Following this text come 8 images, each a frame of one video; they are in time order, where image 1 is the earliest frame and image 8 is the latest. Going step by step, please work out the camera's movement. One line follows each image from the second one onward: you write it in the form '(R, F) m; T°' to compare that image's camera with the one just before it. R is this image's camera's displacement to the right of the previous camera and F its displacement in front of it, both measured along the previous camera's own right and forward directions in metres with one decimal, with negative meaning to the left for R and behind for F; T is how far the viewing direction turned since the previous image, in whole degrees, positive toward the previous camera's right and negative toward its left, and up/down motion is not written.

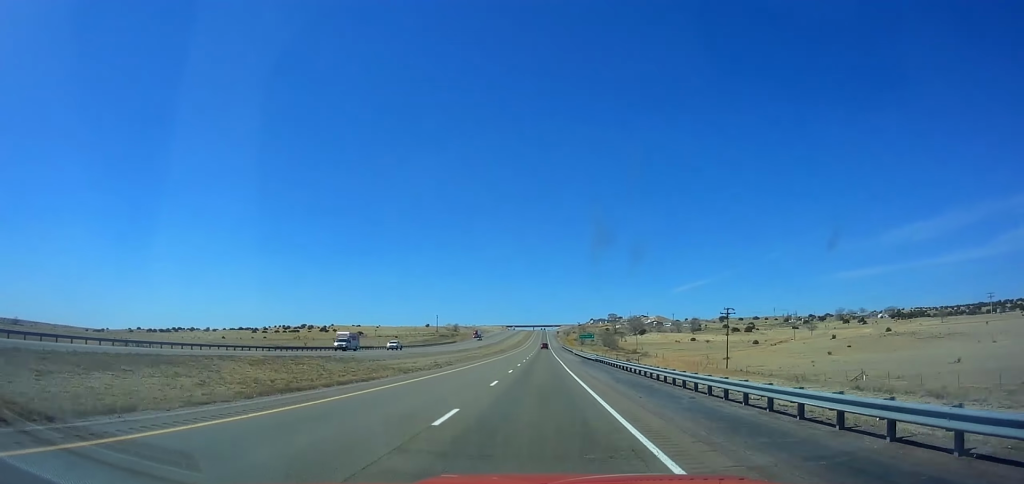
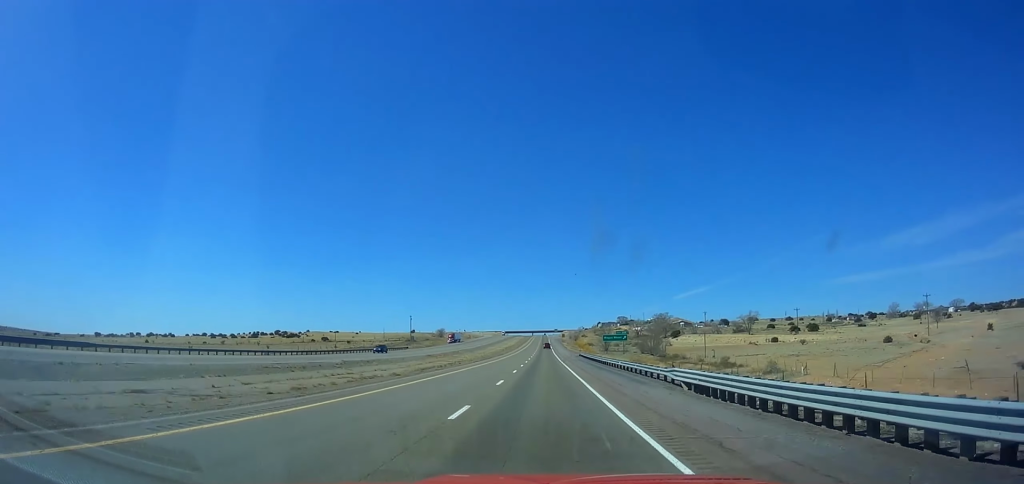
(-0.3, +84.8) m; 0°
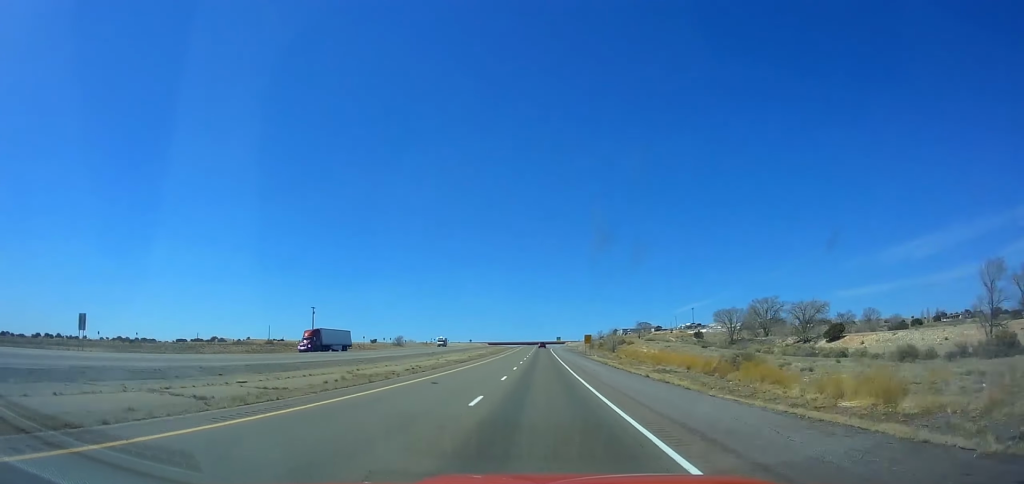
(+1.0, +143.8) m; 0°
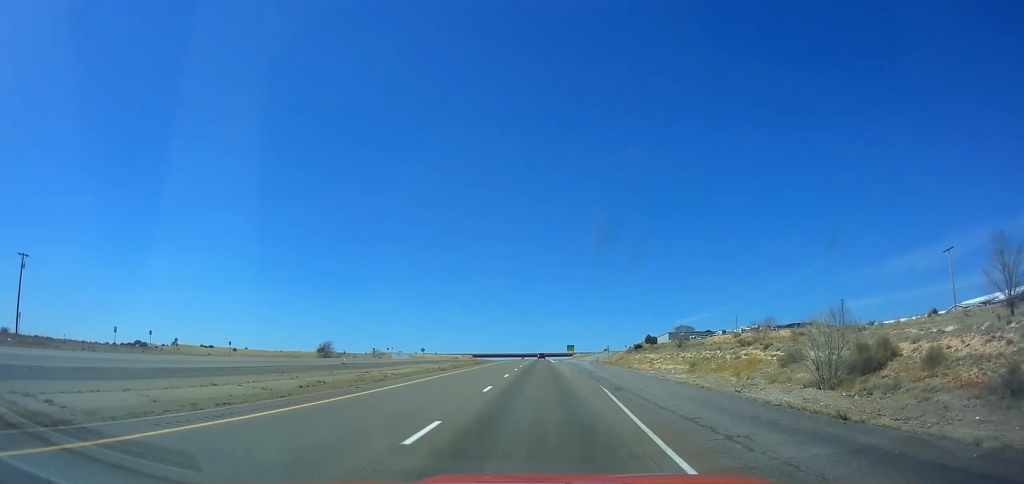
(0.0, +128.9) m; 0°
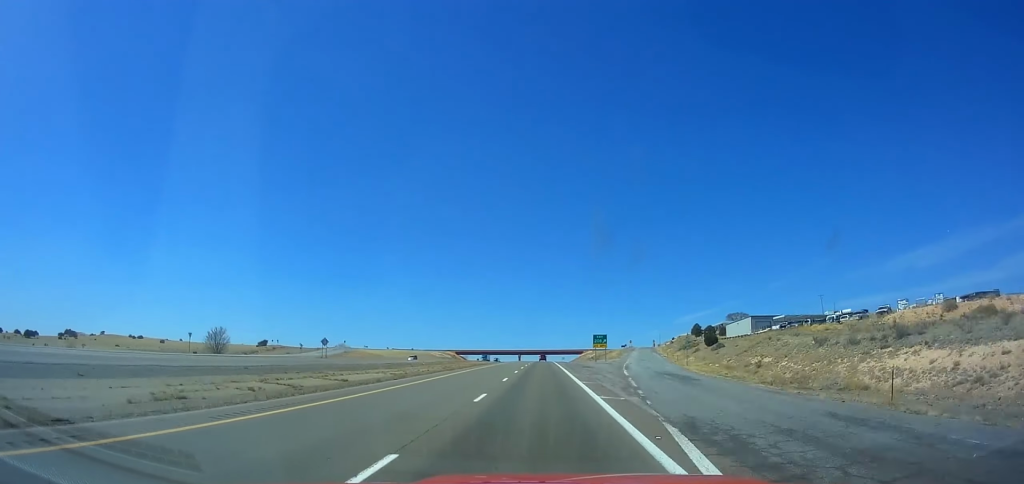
(0.0, +90.0) m; 0°
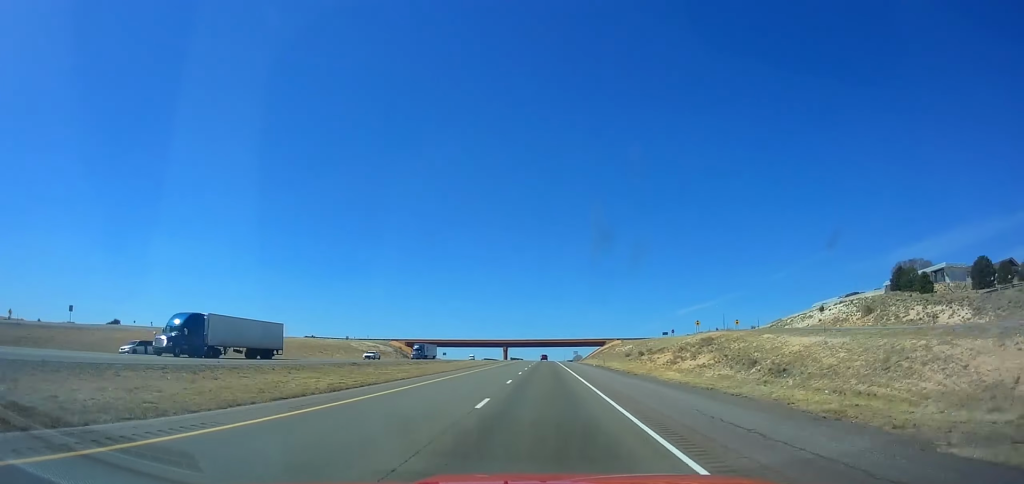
(-0.8, +124.8) m; 0°
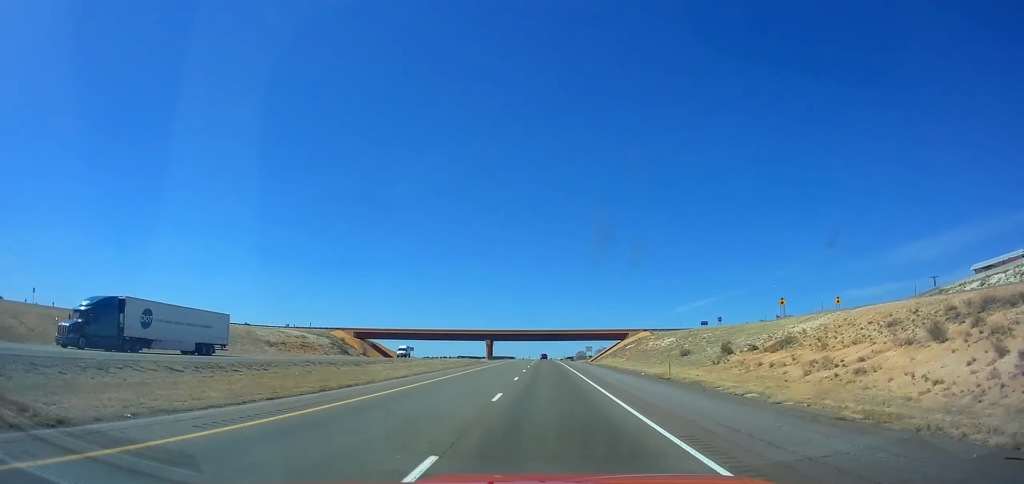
(+0.3, +59.3) m; 0°
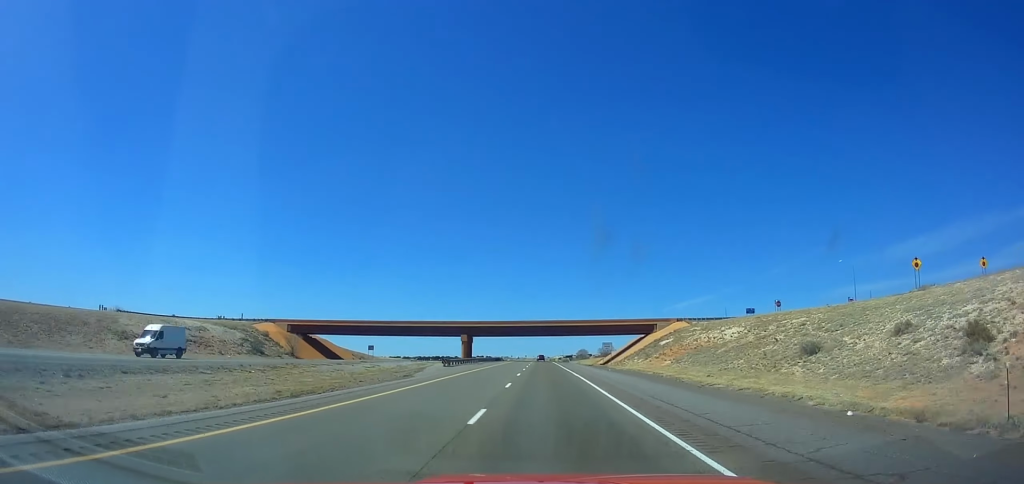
(+0.4, +41.9) m; 0°
